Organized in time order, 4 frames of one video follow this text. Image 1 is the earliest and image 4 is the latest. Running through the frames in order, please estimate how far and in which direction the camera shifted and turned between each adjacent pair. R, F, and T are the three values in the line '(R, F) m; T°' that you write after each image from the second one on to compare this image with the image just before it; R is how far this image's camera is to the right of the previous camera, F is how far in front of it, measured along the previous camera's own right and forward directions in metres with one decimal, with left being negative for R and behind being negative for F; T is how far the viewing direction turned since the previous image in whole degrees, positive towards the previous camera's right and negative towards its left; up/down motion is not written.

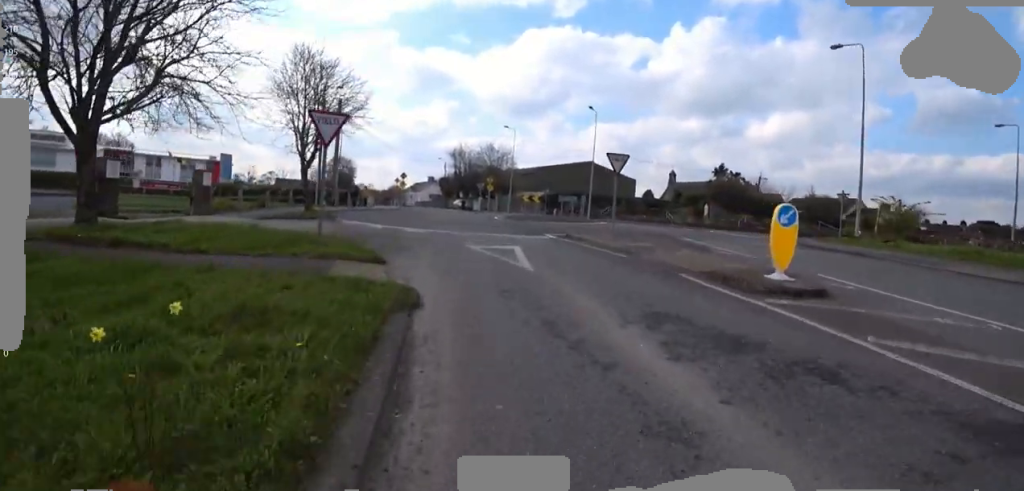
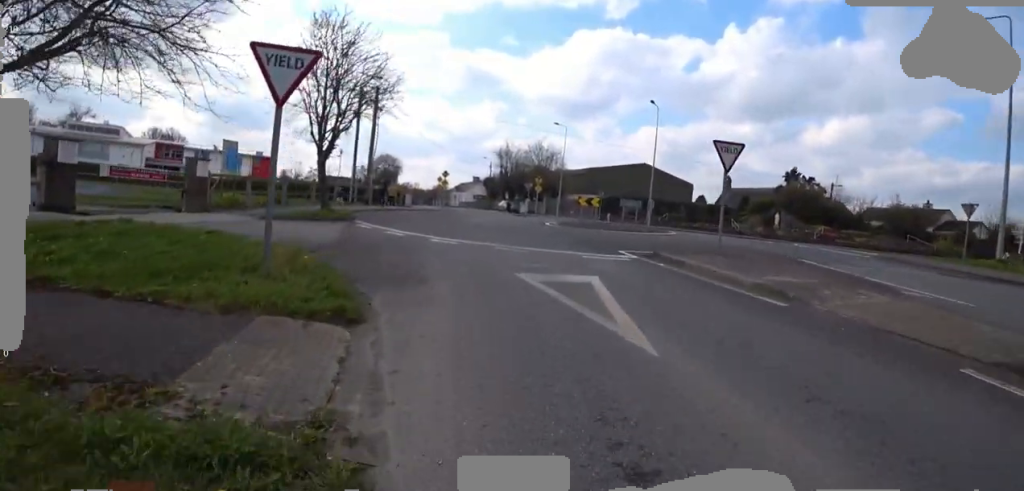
(-0.5, +3.3) m; -4°
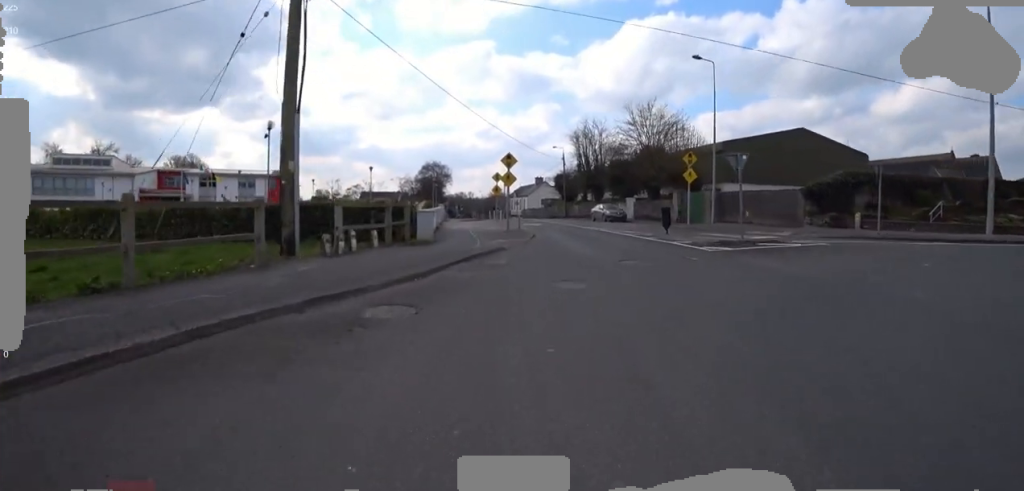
(+1.0, +20.2) m; +13°
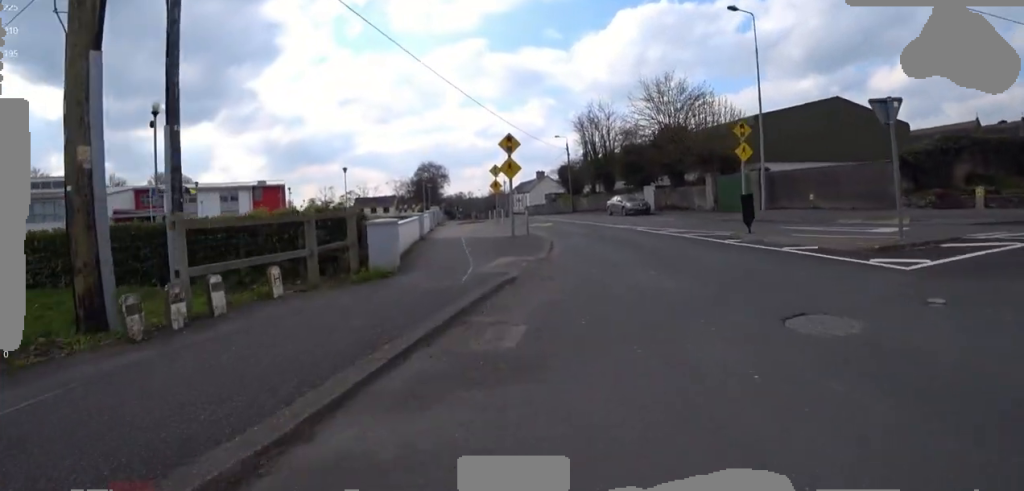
(-0.1, +5.0) m; -5°
